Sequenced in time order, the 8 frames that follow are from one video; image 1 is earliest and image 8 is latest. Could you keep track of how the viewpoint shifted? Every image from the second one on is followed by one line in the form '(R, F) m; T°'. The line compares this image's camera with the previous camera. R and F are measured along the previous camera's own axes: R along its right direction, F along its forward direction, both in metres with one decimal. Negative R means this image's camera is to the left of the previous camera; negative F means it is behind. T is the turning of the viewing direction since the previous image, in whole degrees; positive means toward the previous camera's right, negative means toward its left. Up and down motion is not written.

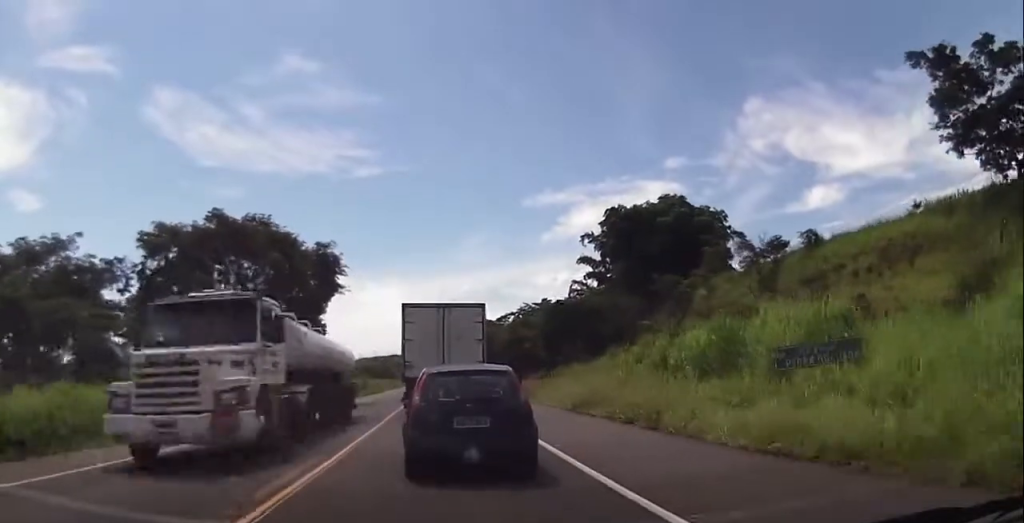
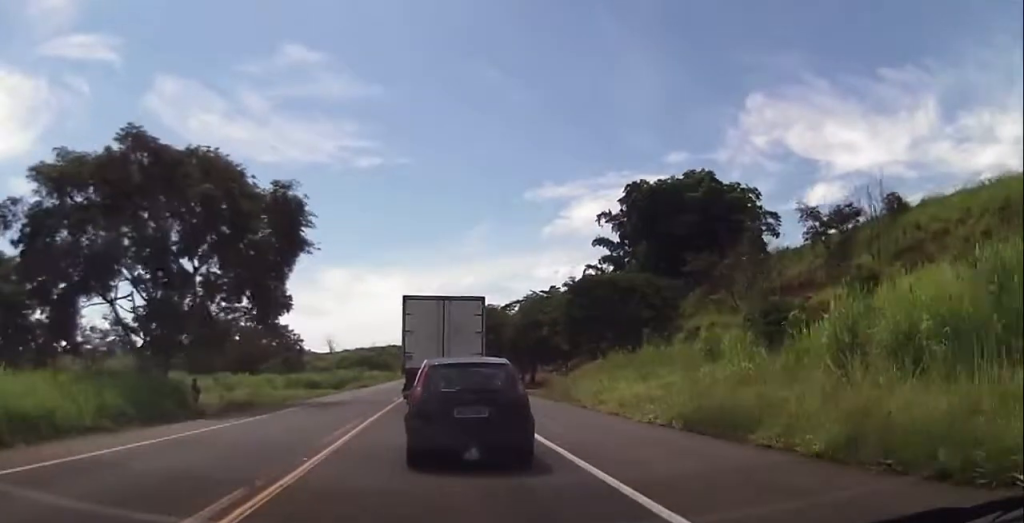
(+0.5, +12.3) m; -2°
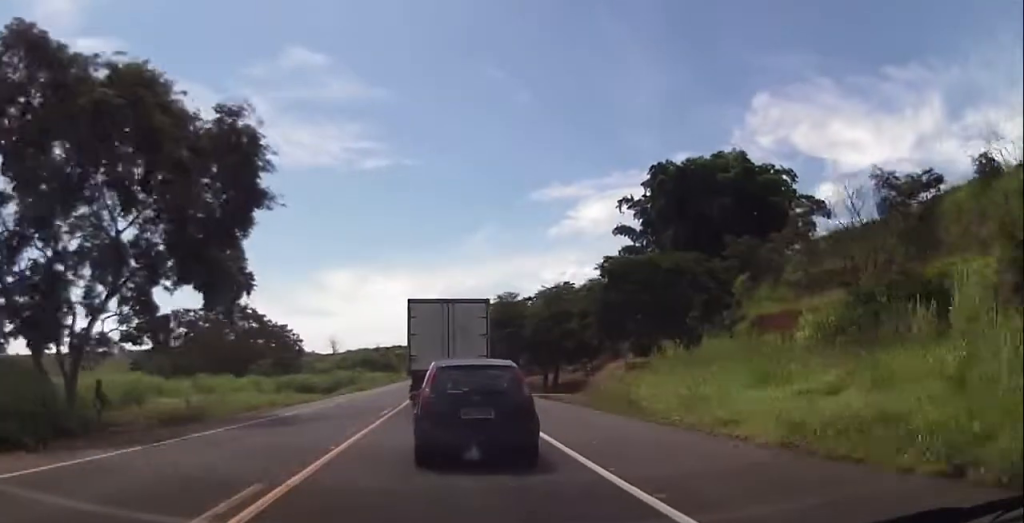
(-0.6, +9.8) m; 0°
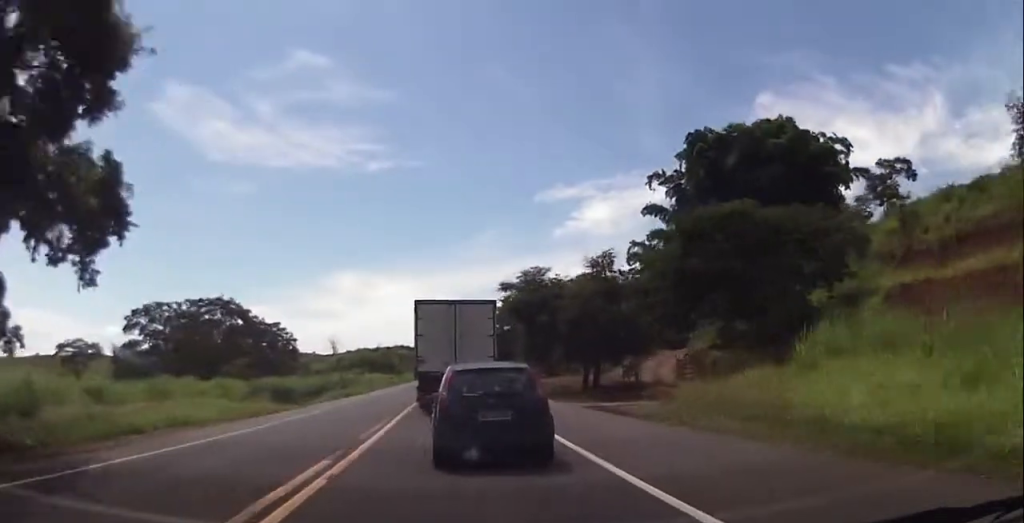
(+0.1, +13.5) m; +1°
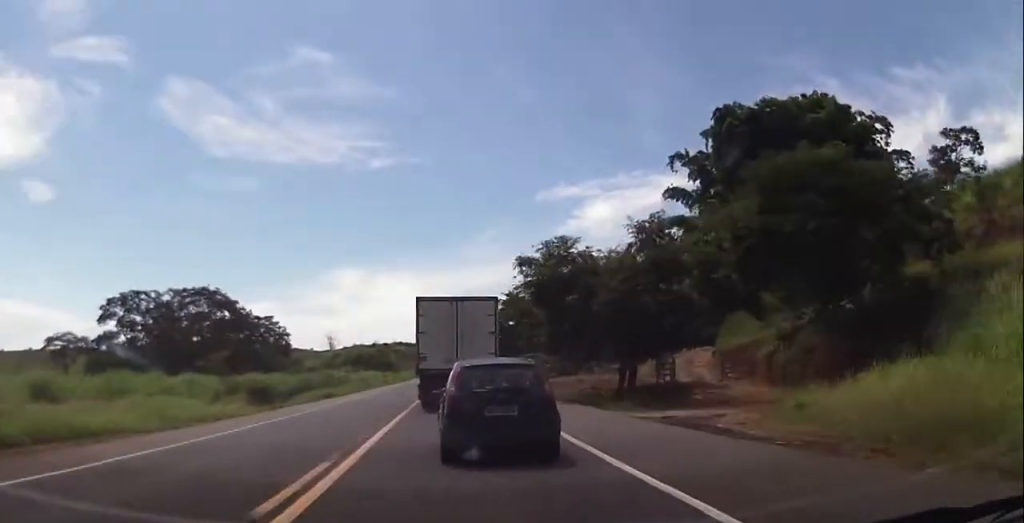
(+0.4, +8.4) m; +1°
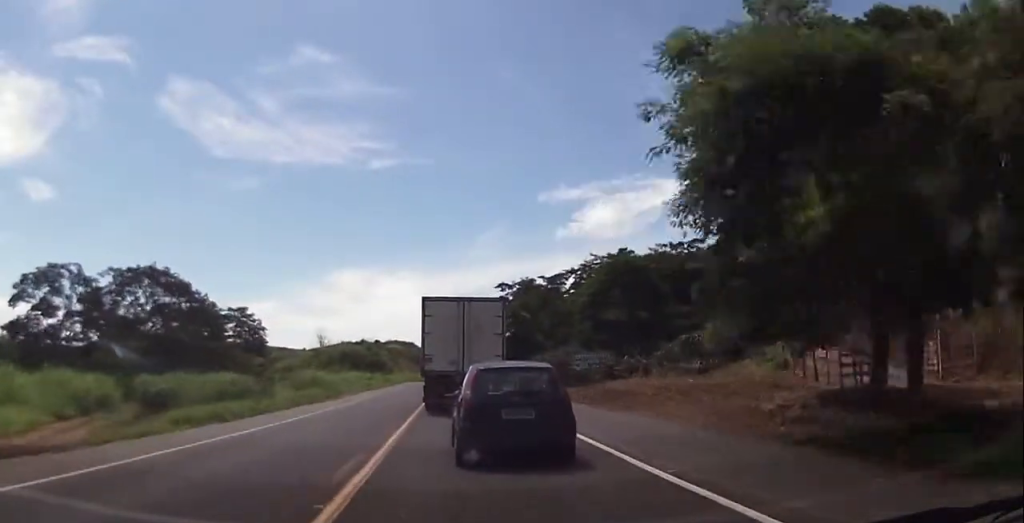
(-0.7, +22.2) m; -3°
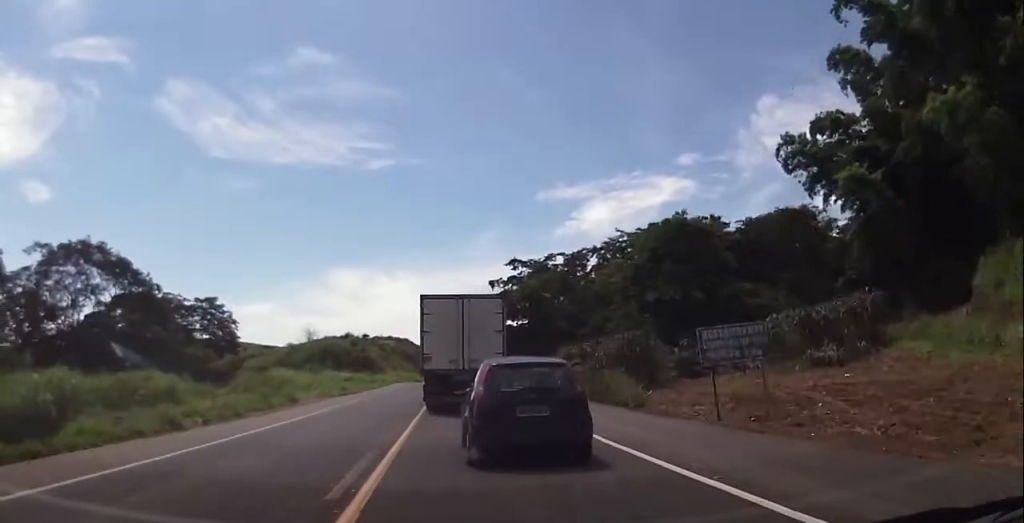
(-0.4, +18.4) m; -1°
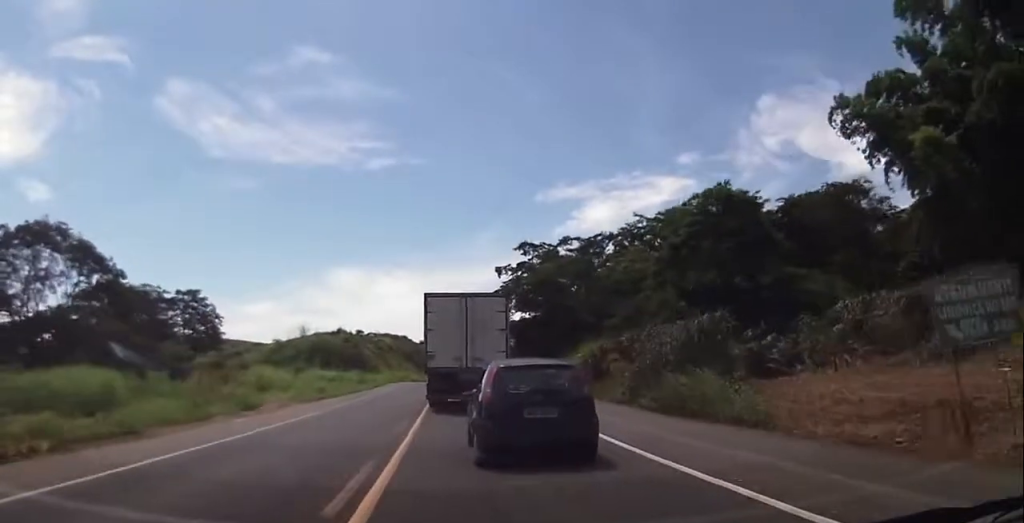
(-0.1, +9.3) m; 0°
